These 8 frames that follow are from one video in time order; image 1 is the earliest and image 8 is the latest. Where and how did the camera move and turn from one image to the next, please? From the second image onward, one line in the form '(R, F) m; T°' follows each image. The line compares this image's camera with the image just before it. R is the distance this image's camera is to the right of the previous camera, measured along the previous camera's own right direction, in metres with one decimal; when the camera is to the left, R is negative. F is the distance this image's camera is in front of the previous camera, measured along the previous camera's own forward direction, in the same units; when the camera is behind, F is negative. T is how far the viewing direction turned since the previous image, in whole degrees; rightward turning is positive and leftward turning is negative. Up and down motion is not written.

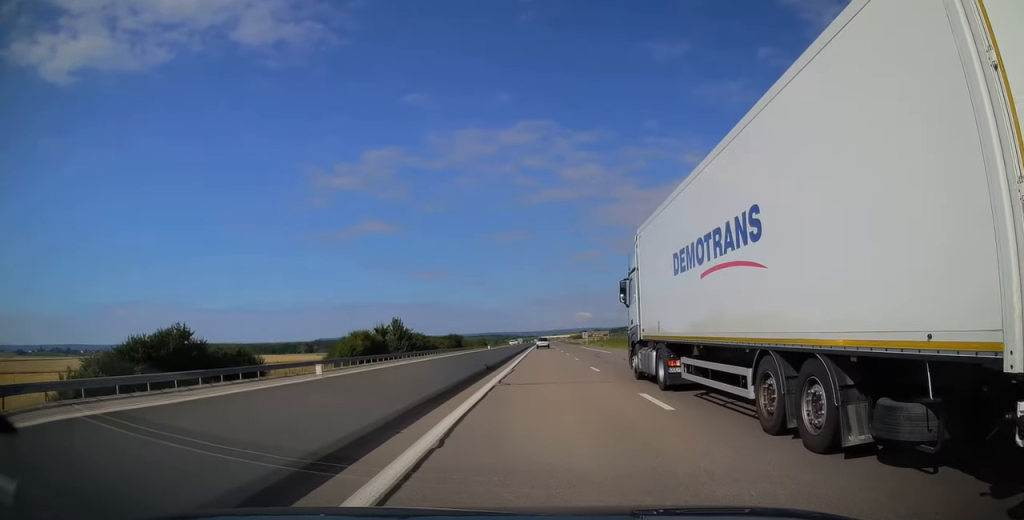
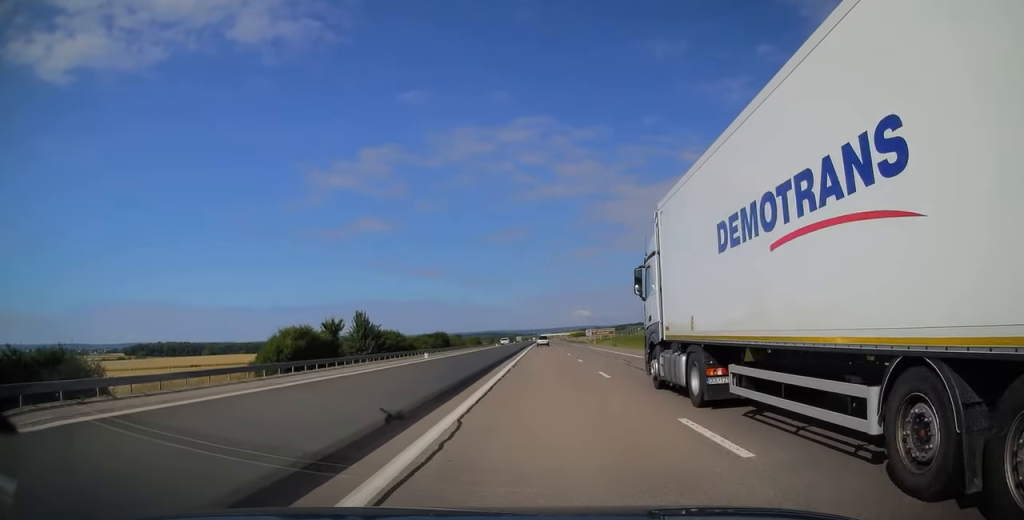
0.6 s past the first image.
(-0.2, +17.4) m; 0°
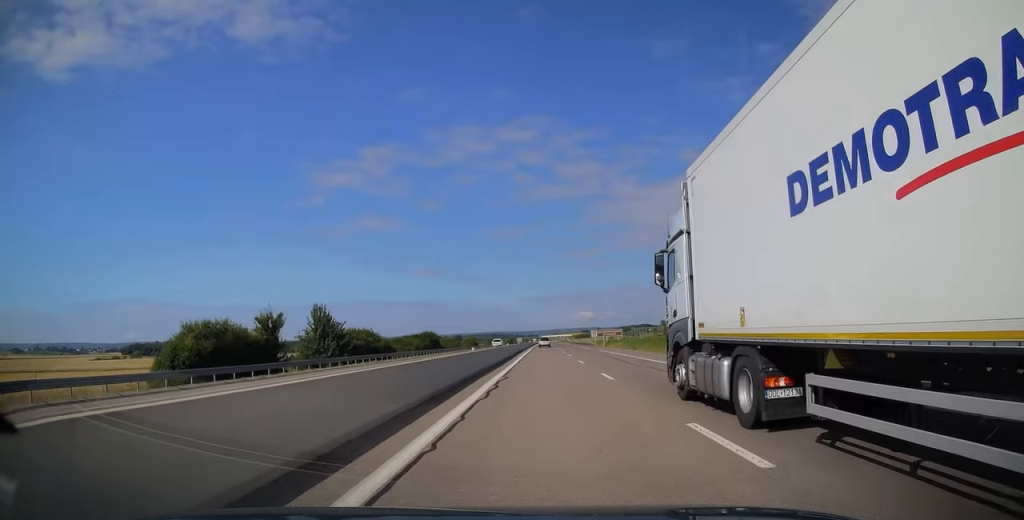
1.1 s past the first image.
(0.0, +13.7) m; 0°
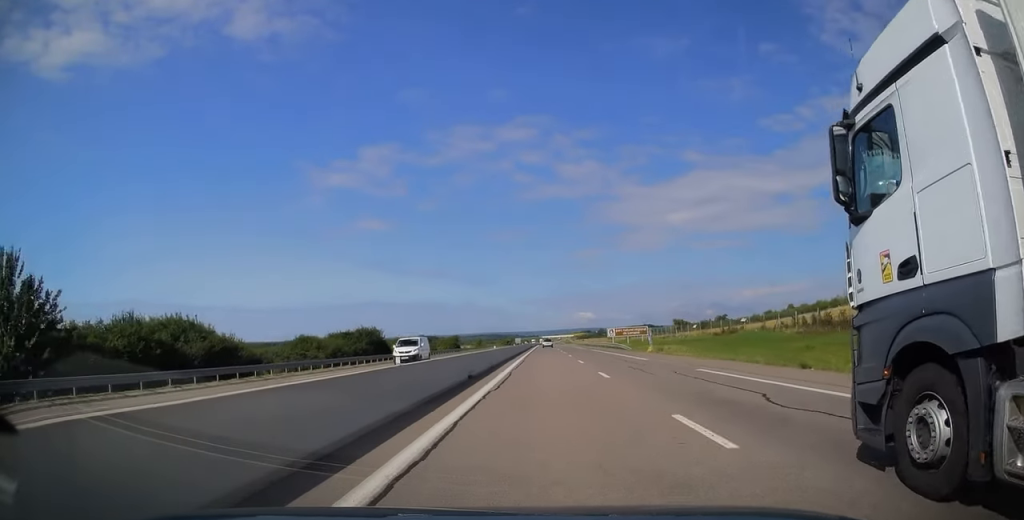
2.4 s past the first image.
(+0.2, +38.1) m; 0°
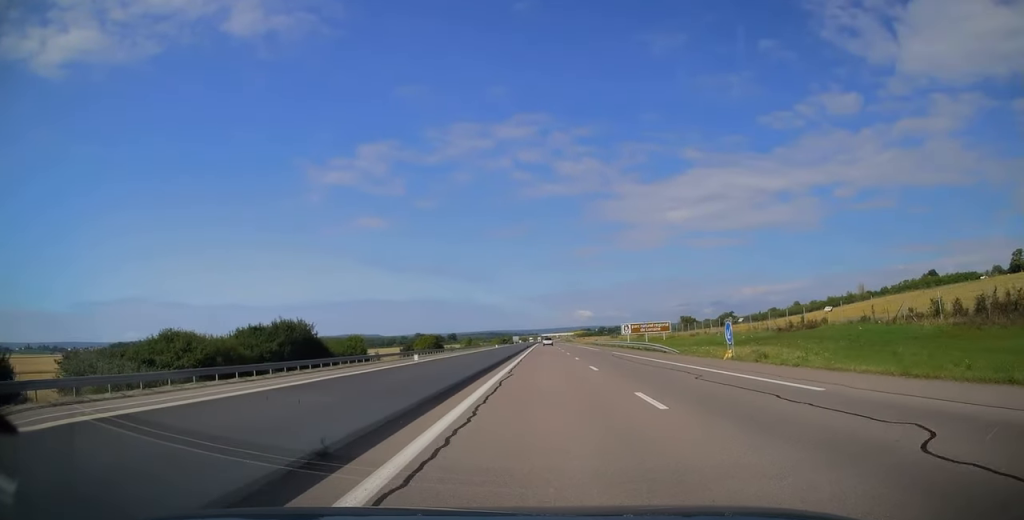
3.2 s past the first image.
(-0.1, +22.1) m; 0°
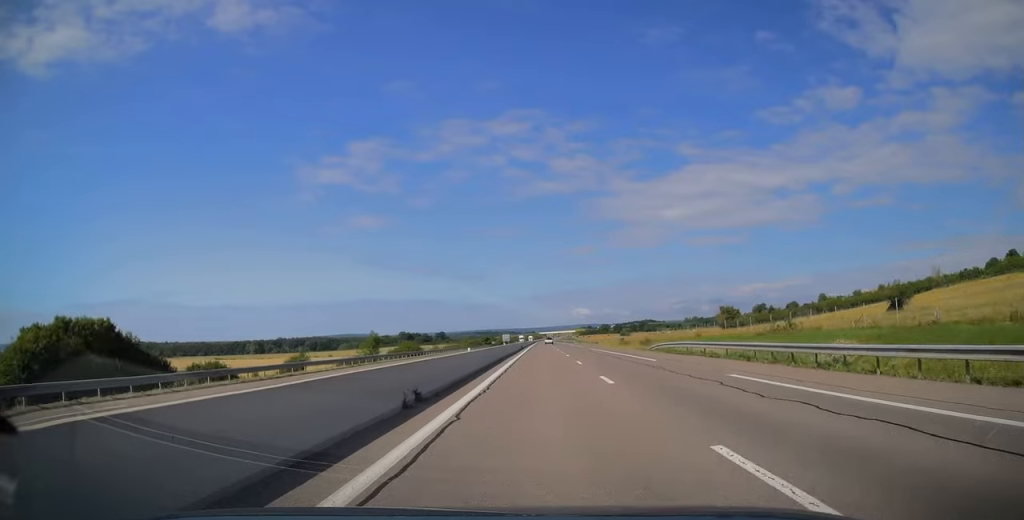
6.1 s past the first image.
(+0.4, +84.5) m; 0°
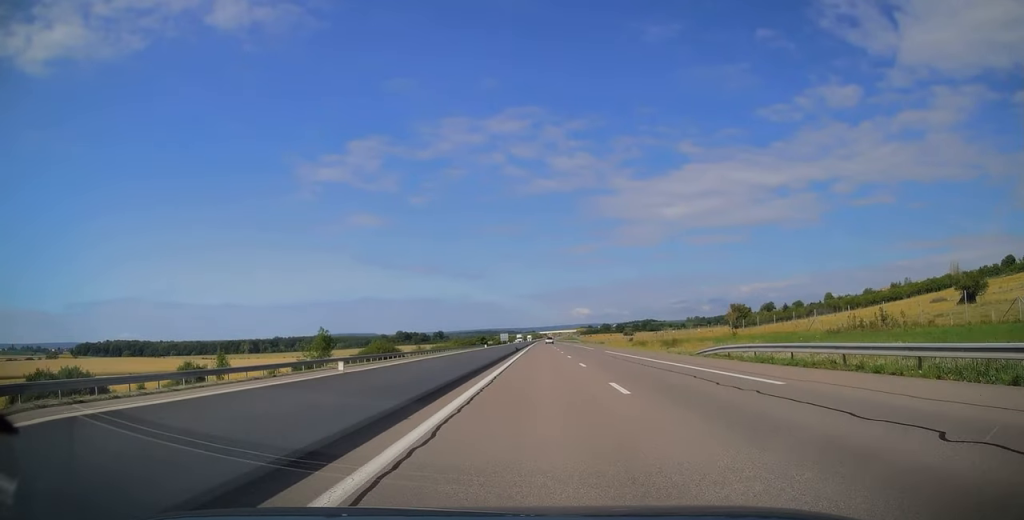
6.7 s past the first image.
(0.0, +16.1) m; 0°
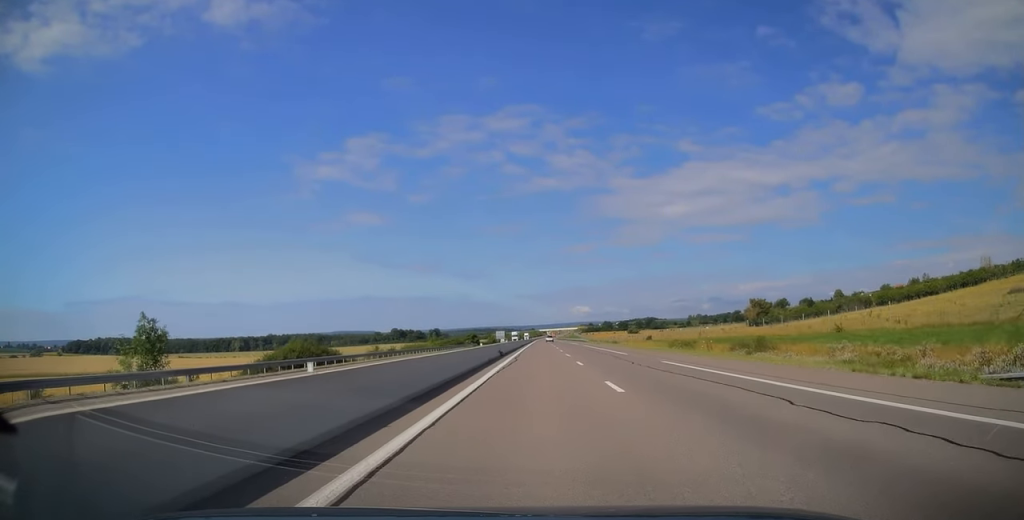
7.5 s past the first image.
(0.0, +25.4) m; 0°
